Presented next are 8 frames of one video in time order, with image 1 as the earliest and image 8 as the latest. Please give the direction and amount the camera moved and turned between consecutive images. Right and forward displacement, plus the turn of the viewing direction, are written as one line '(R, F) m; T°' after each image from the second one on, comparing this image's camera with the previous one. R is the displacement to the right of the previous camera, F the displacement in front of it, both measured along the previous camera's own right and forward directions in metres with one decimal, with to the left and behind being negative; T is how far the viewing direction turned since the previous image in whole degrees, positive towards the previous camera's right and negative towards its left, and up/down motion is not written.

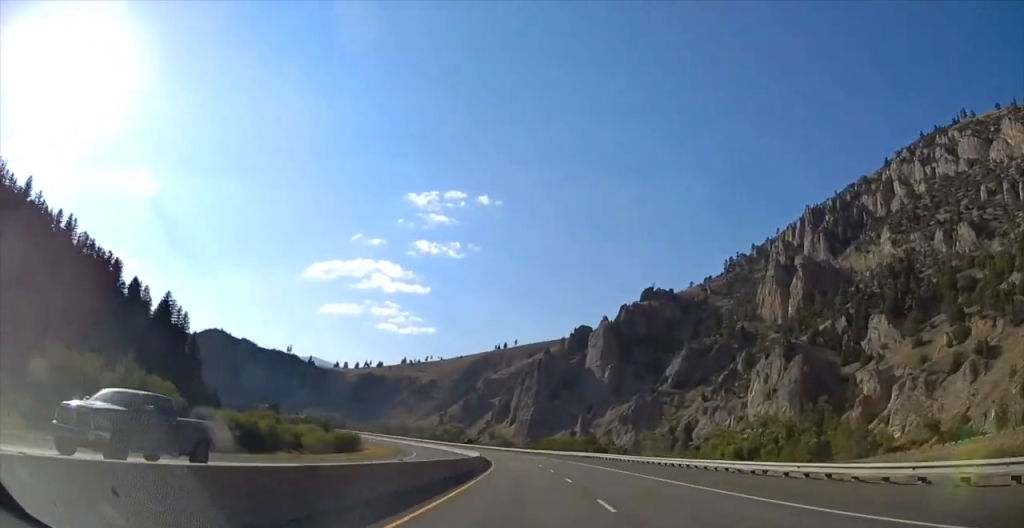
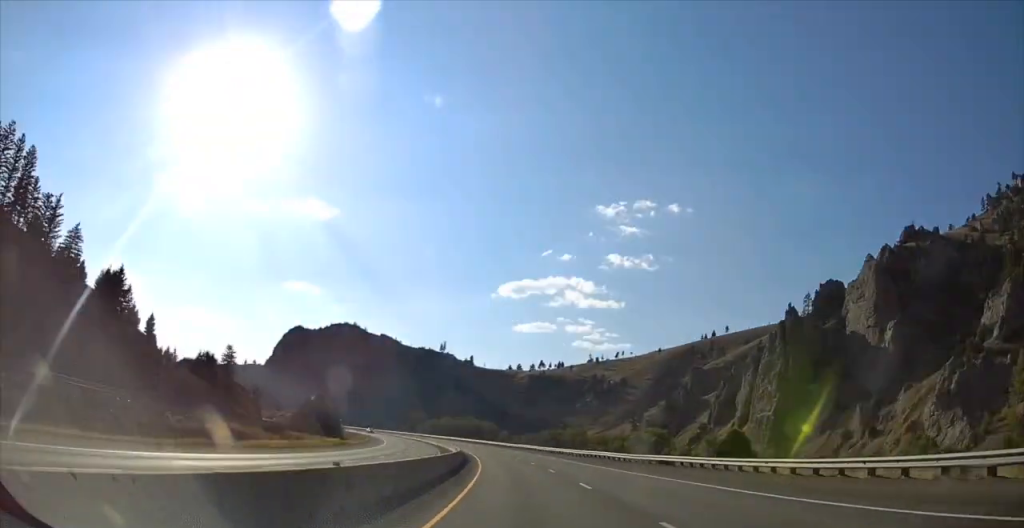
(-1.8, +155.1) m; -13°
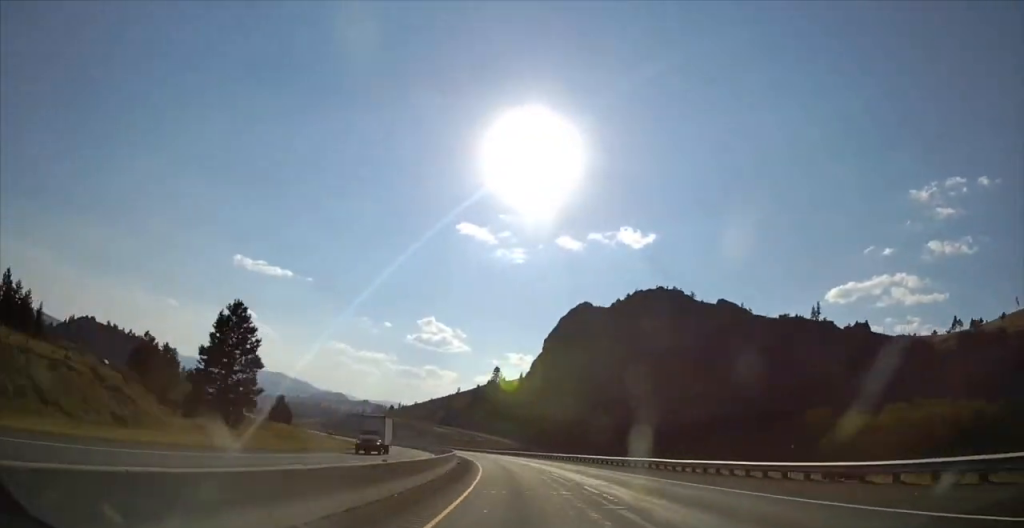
(-46.9, +252.5) m; -25°
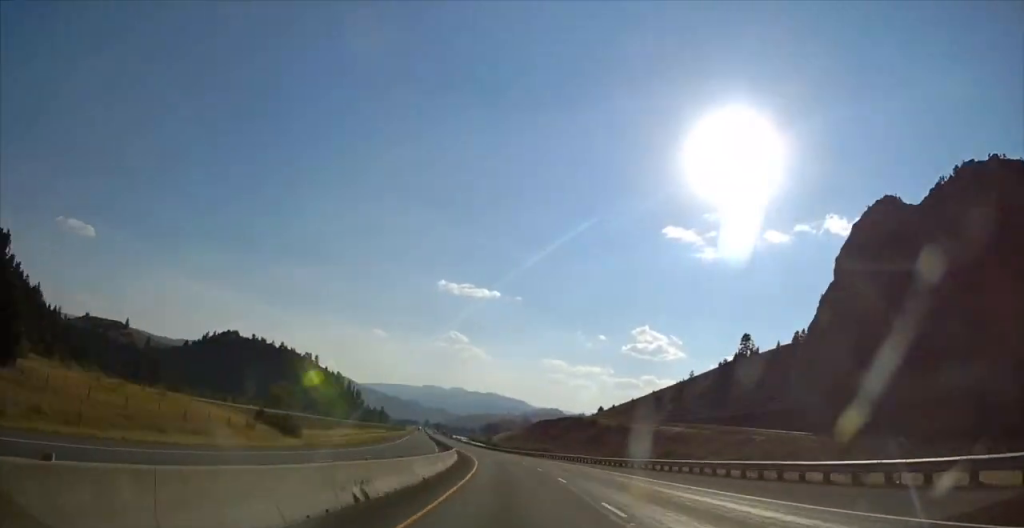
(-41.9, +163.5) m; -9°
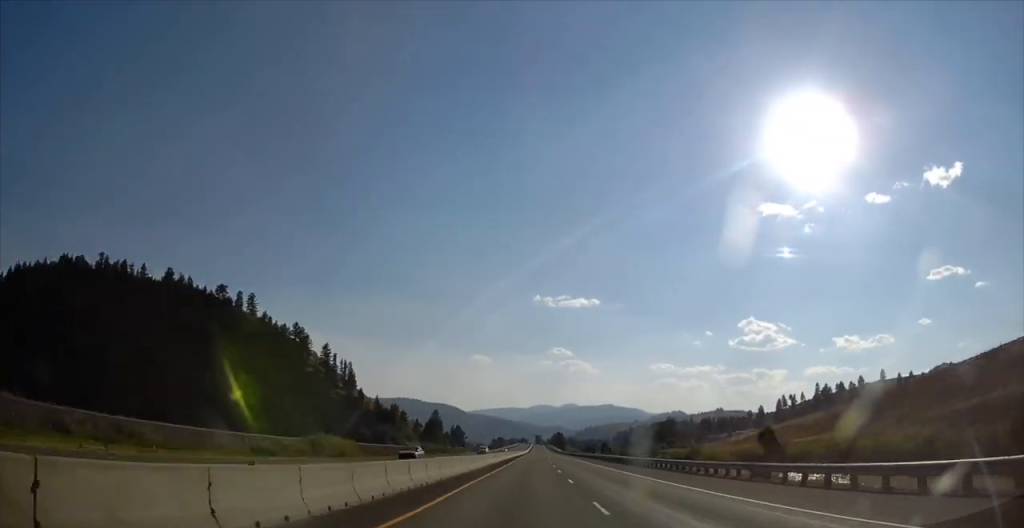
(-76.3, +496.5) m; -10°
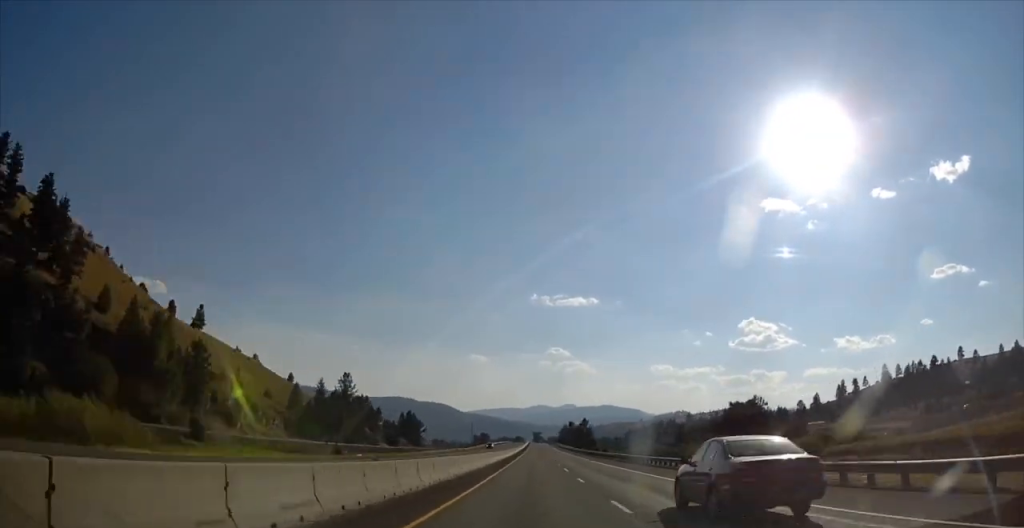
(+0.3, +207.4) m; 0°
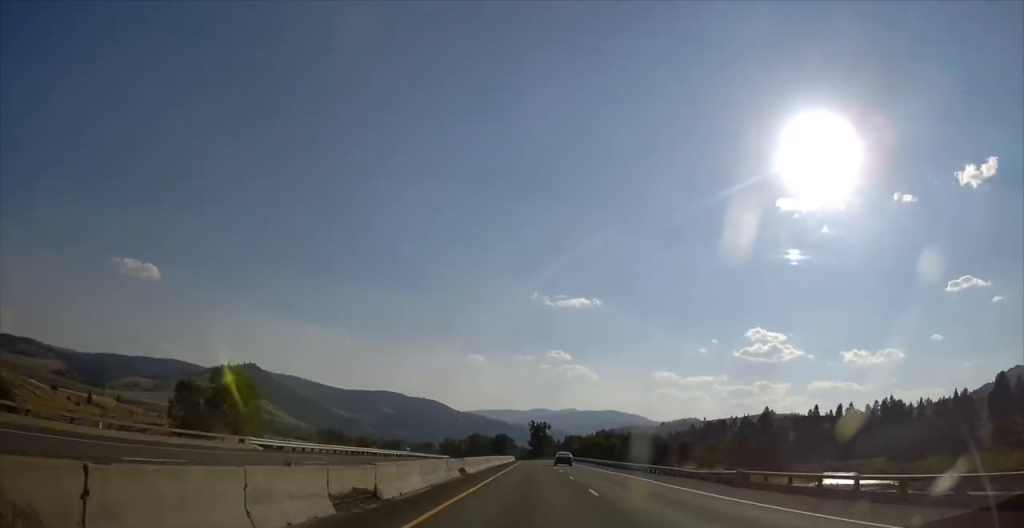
(-7.7, +440.9) m; -6°
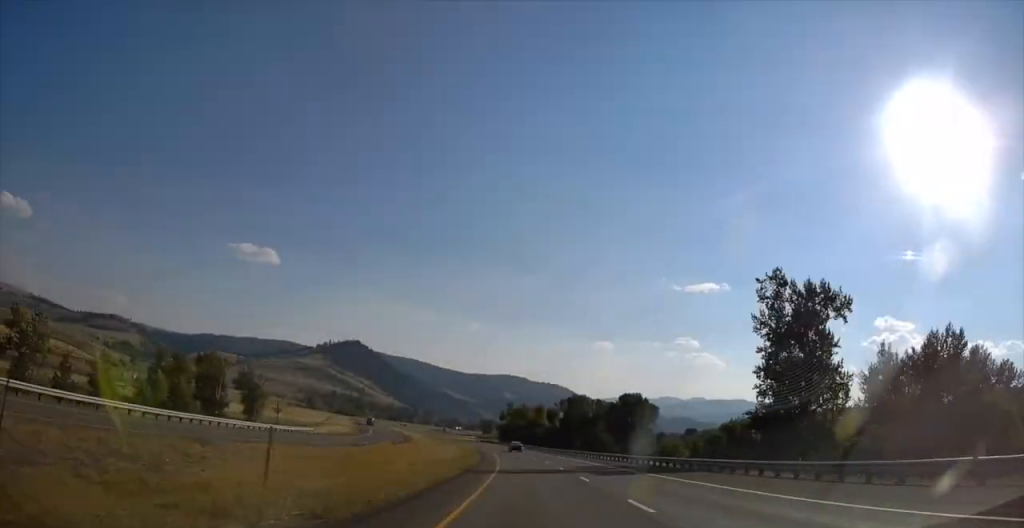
(-5.9, +252.1) m; -10°
